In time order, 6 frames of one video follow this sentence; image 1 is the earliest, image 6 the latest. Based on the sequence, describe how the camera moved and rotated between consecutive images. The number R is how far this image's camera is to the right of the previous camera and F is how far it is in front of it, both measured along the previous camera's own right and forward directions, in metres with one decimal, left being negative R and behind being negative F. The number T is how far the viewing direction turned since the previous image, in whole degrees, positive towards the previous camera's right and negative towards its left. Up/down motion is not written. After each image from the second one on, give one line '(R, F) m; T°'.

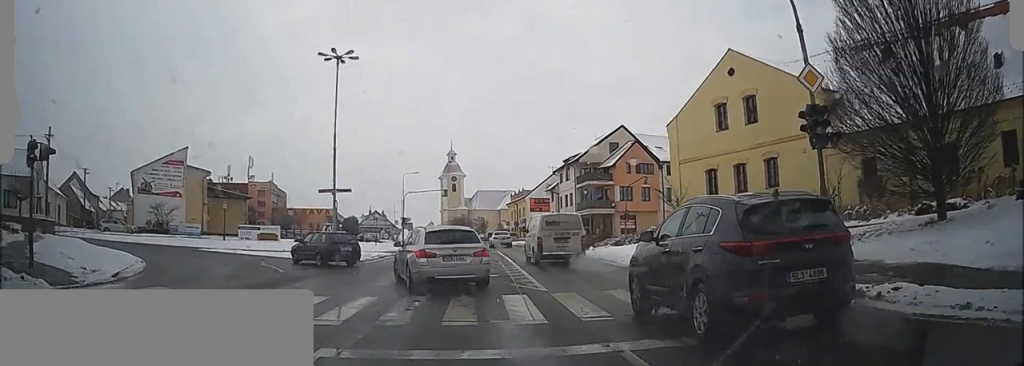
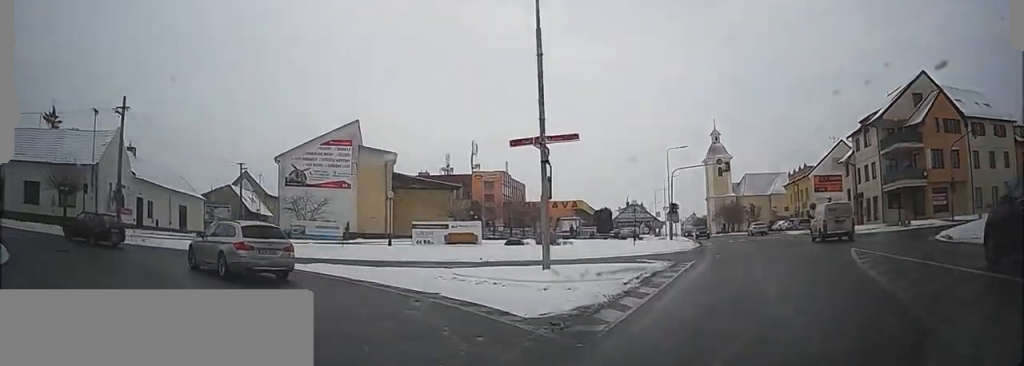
(0.0, +18.3) m; -13°
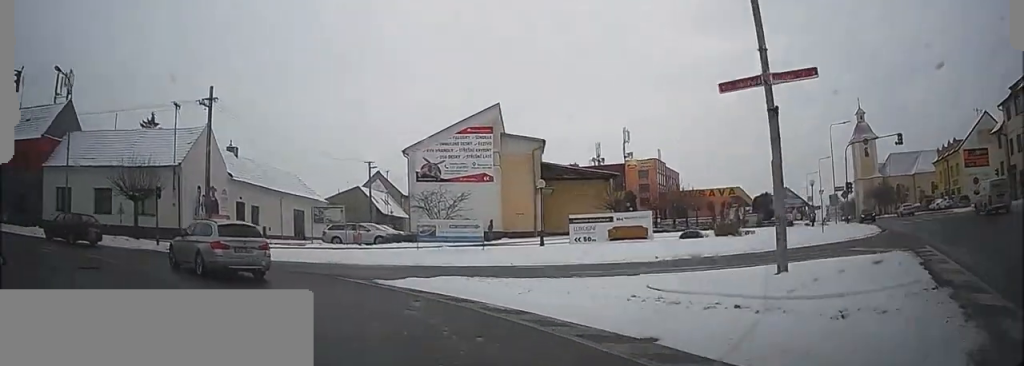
(-2.1, +6.2) m; -21°
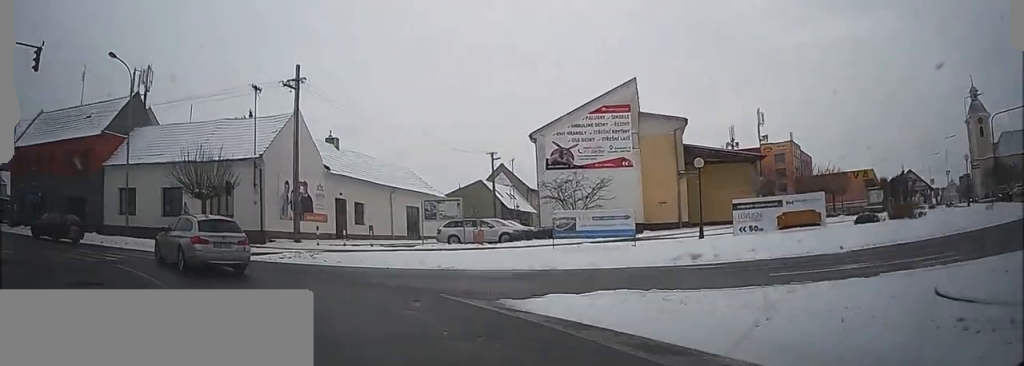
(-0.7, +5.3) m; -8°
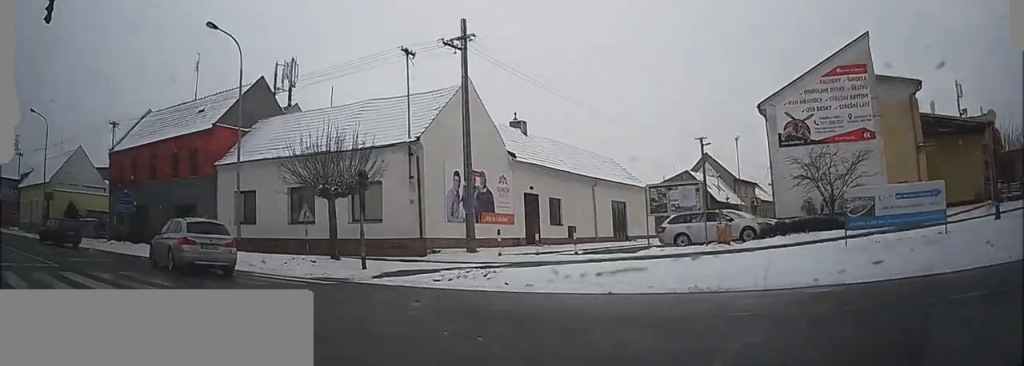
(-0.6, +8.4) m; -13°
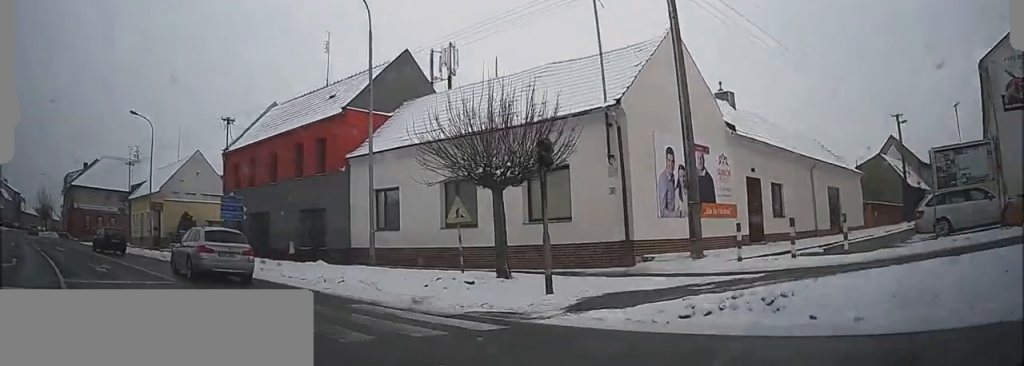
(-0.5, +6.7) m; -16°
